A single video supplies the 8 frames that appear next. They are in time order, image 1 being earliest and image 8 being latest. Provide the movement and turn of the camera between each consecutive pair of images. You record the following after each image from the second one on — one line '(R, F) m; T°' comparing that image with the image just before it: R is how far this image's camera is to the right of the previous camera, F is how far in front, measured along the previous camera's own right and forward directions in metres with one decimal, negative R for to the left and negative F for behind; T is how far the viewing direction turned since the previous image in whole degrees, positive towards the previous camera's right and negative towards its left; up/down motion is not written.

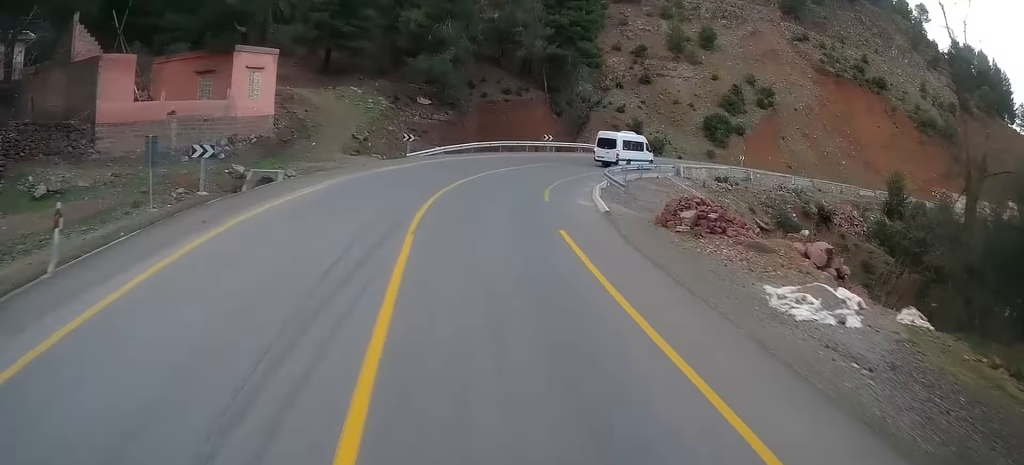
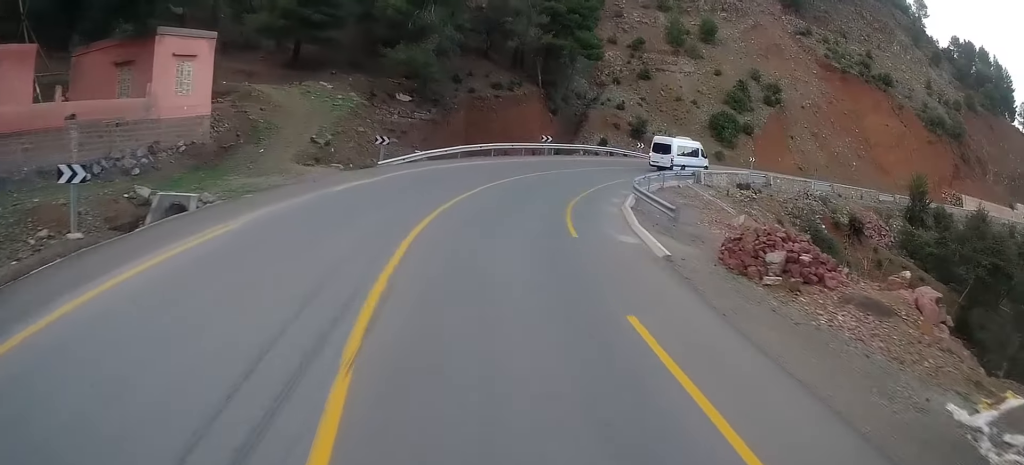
(+0.2, +7.1) m; +3°
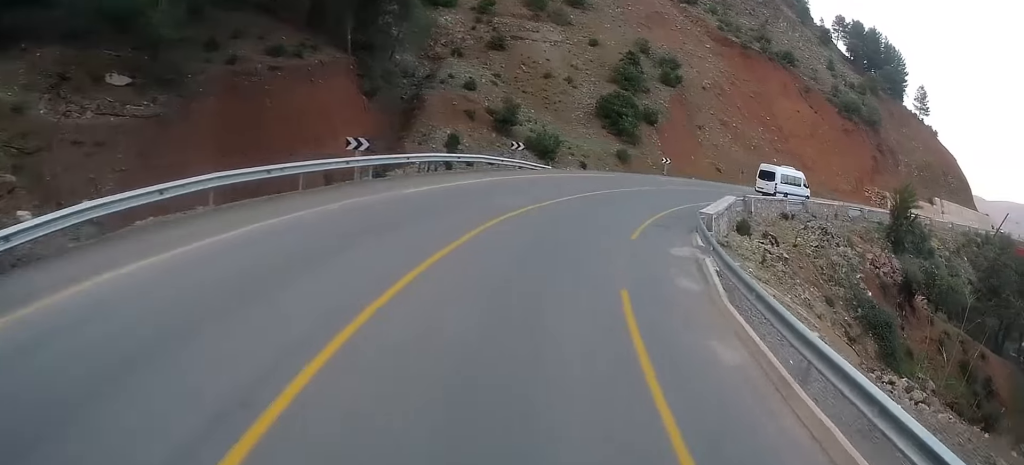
(+4.7, +23.3) m; +27°
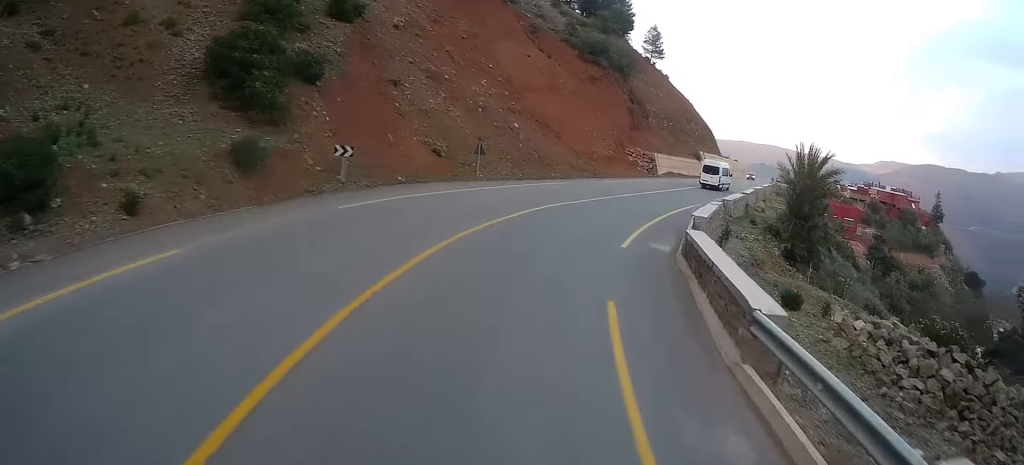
(+6.1, +26.6) m; +28°
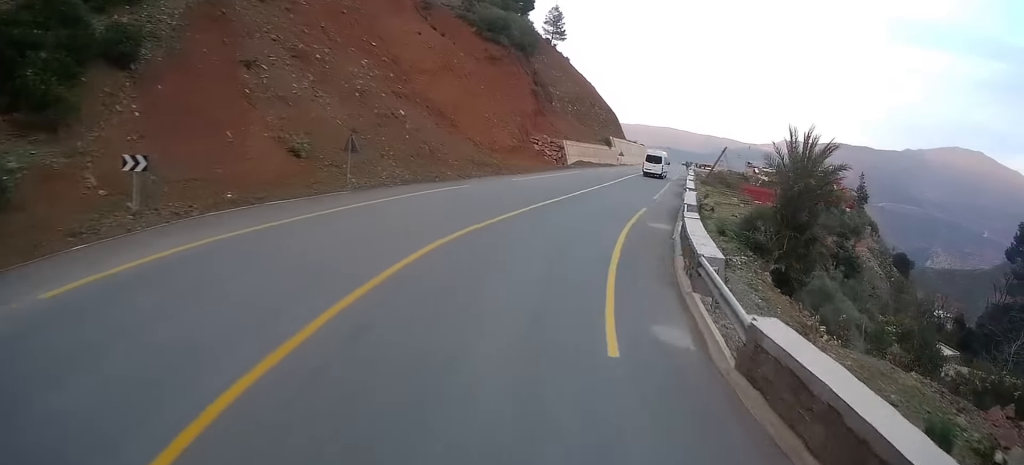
(+1.2, +9.0) m; +8°
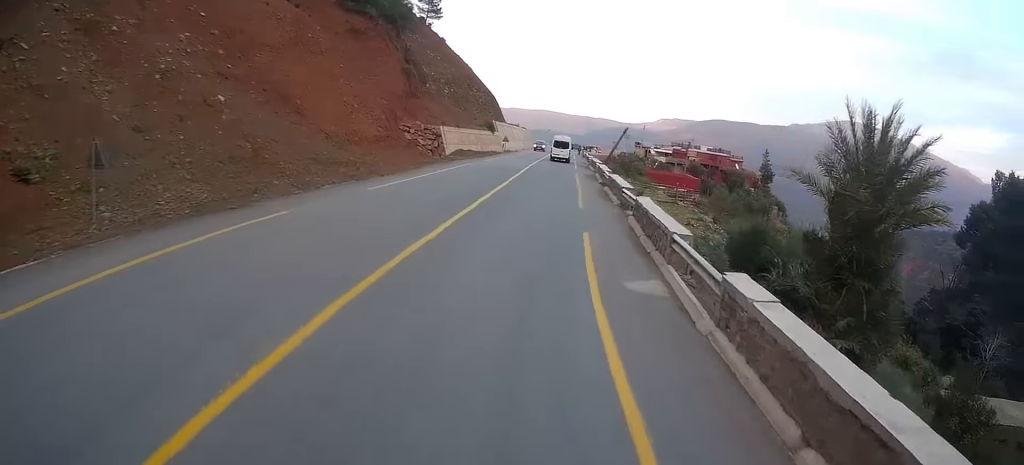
(+0.8, +11.2) m; +6°
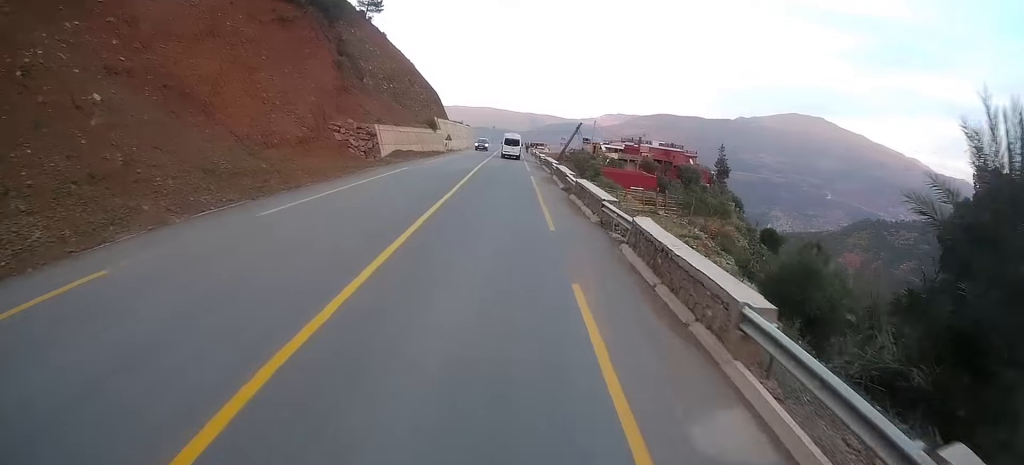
(0.0, +6.2) m; +2°
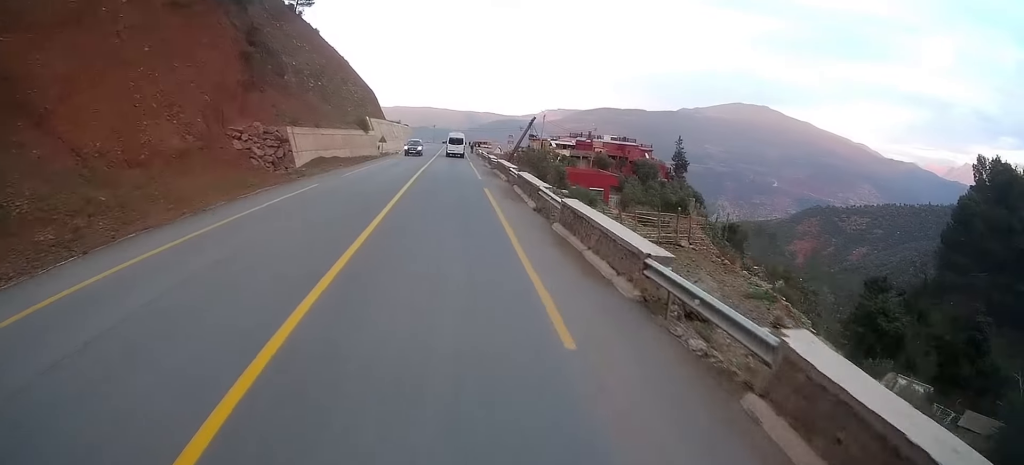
(+0.3, +10.1) m; +2°
